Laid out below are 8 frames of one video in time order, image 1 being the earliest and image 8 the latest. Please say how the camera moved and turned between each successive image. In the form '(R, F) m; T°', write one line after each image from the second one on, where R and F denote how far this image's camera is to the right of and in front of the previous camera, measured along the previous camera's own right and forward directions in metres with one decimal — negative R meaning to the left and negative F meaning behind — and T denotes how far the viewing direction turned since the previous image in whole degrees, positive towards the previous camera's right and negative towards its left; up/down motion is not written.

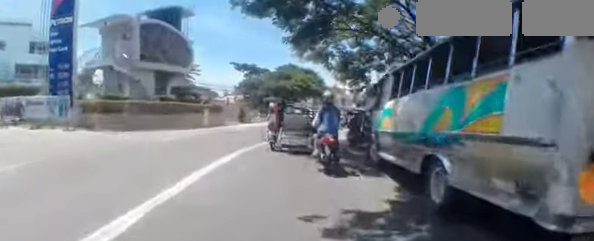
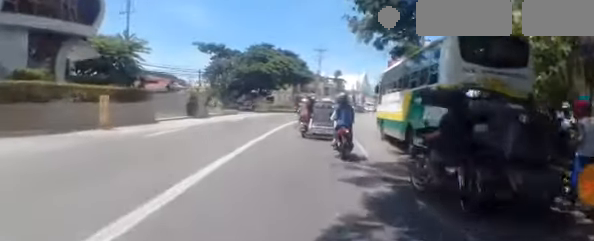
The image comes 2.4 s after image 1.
(+1.5, +12.2) m; +3°
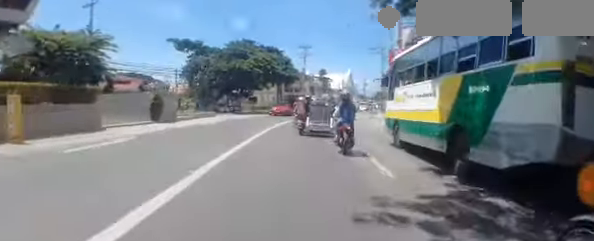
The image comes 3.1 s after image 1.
(-0.4, +3.8) m; 0°
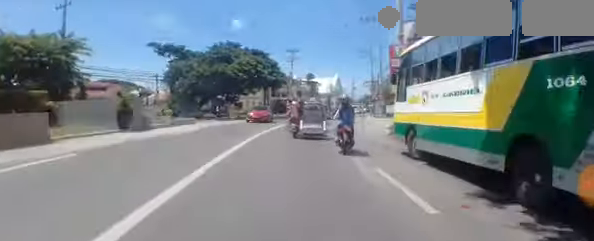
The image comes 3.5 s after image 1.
(+0.2, +2.5) m; +2°
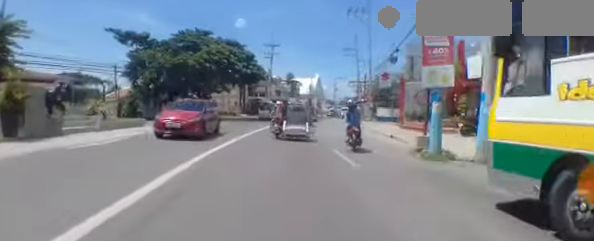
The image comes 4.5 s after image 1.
(+0.2, +6.0) m; +4°
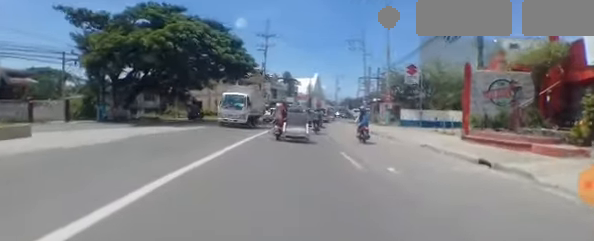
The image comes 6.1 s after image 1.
(+0.5, +9.2) m; +2°
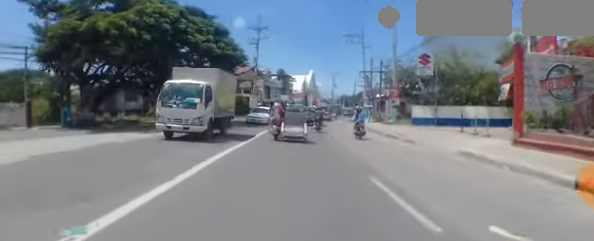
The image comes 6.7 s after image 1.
(-0.3, +4.2) m; +3°
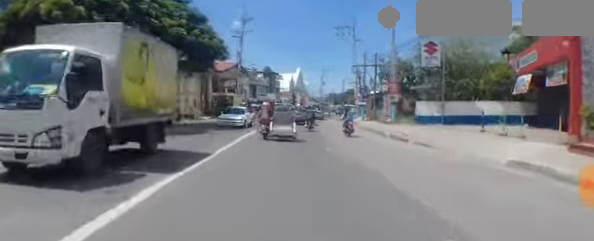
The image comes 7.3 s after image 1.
(+0.1, +3.8) m; +3°
